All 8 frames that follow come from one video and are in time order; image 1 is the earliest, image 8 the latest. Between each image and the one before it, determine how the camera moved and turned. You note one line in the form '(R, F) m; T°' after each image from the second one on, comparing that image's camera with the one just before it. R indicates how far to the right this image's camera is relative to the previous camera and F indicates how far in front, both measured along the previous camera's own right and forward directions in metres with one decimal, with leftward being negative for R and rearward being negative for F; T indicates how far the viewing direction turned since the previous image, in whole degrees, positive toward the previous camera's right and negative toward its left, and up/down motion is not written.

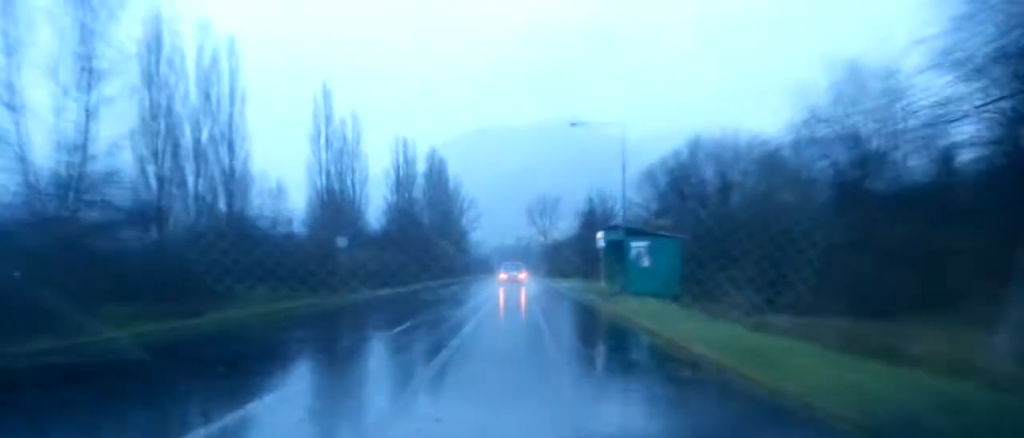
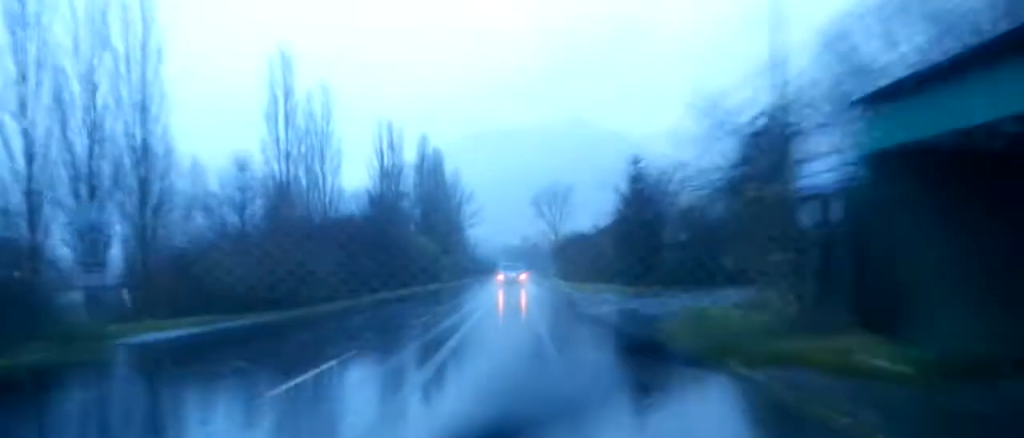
(+0.3, +23.9) m; -1°
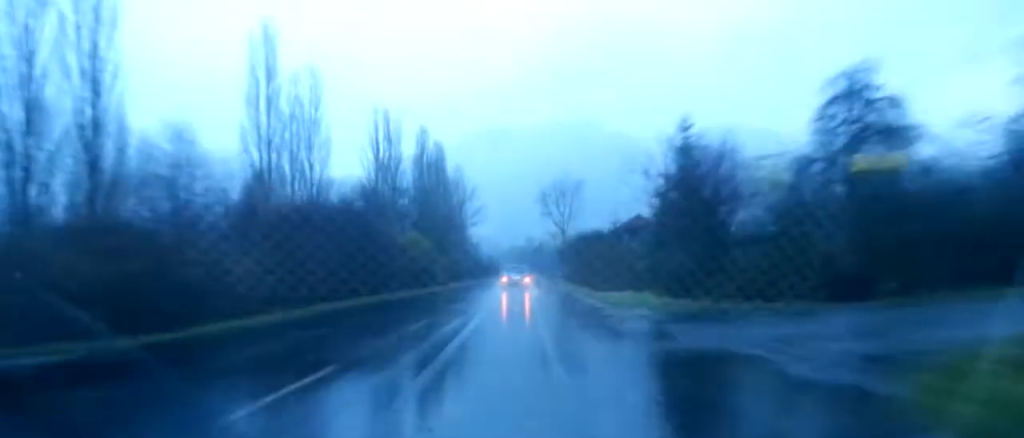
(-0.2, +10.0) m; -1°
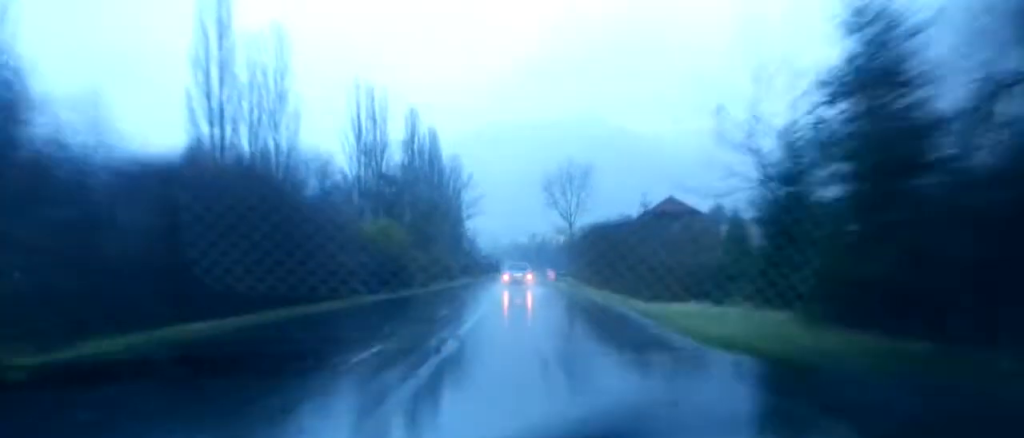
(-0.3, +15.1) m; -1°
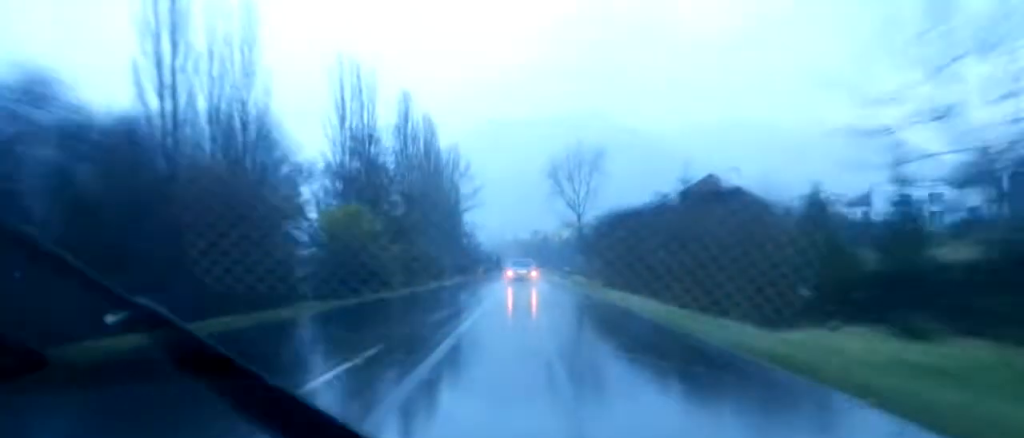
(0.0, +11.3) m; 0°
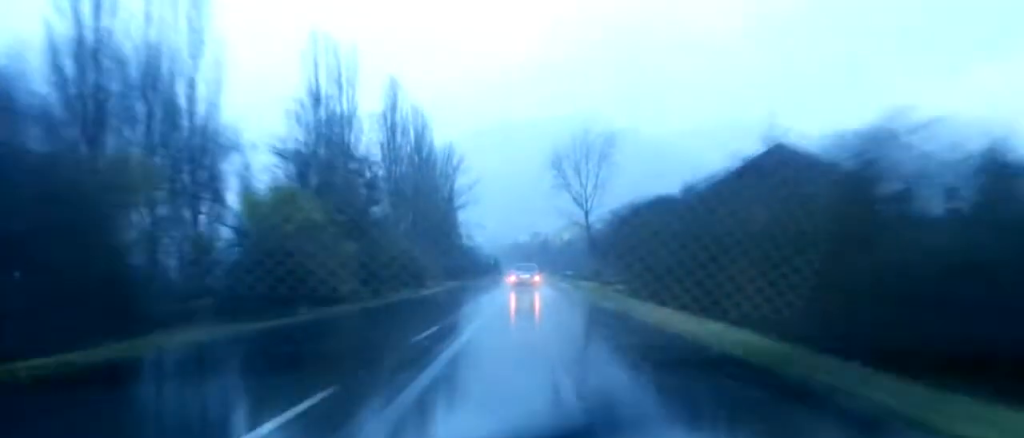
(0.0, +12.5) m; +1°
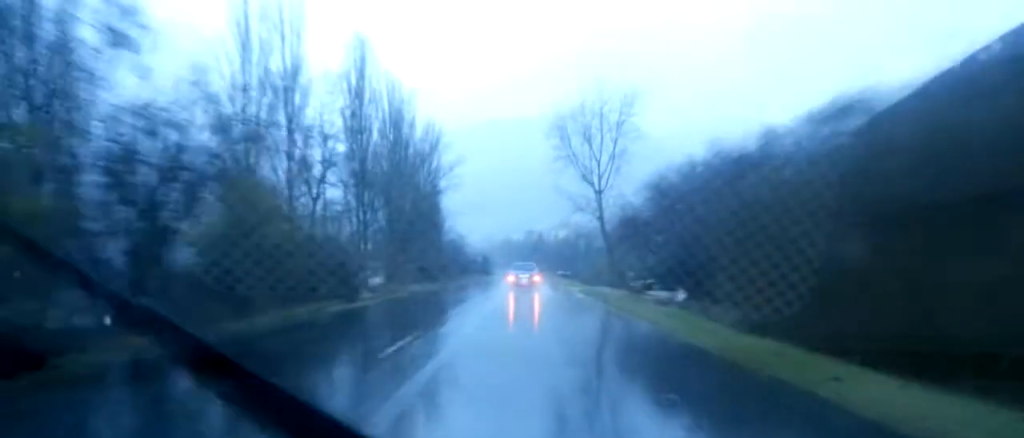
(+0.4, +21.1) m; +1°
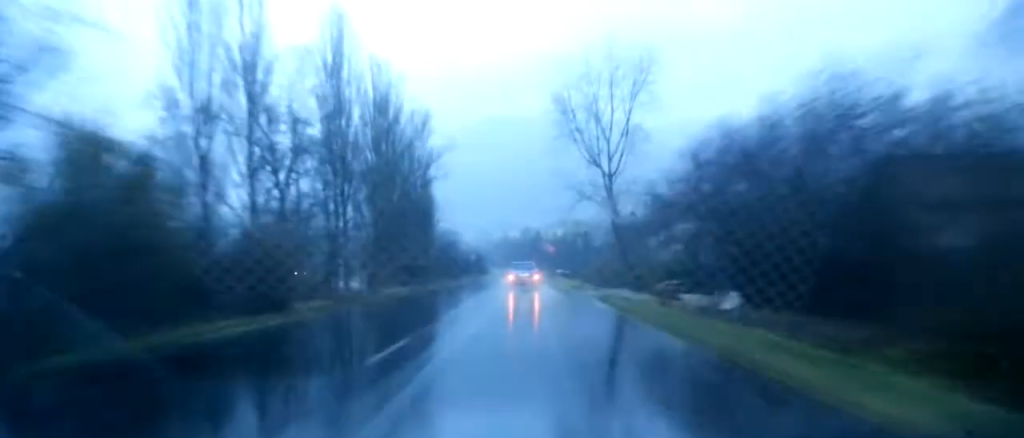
(+0.1, +9.9) m; 0°
